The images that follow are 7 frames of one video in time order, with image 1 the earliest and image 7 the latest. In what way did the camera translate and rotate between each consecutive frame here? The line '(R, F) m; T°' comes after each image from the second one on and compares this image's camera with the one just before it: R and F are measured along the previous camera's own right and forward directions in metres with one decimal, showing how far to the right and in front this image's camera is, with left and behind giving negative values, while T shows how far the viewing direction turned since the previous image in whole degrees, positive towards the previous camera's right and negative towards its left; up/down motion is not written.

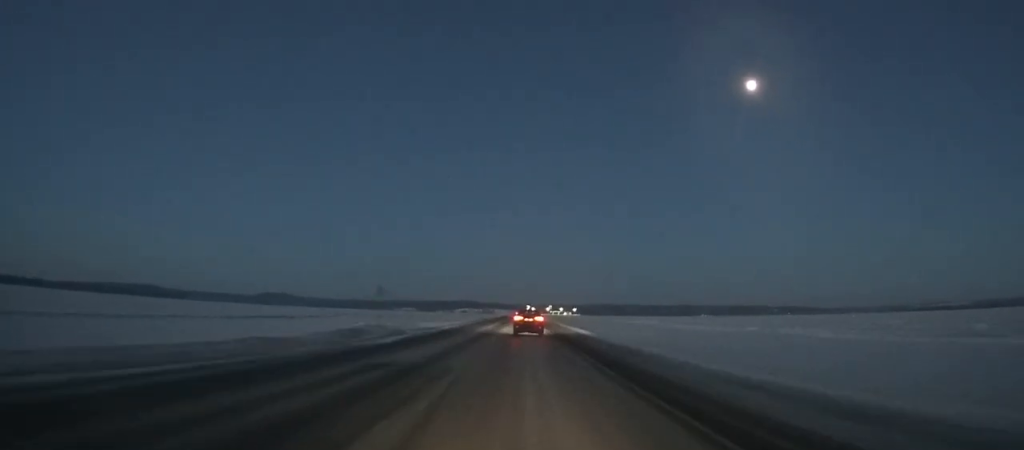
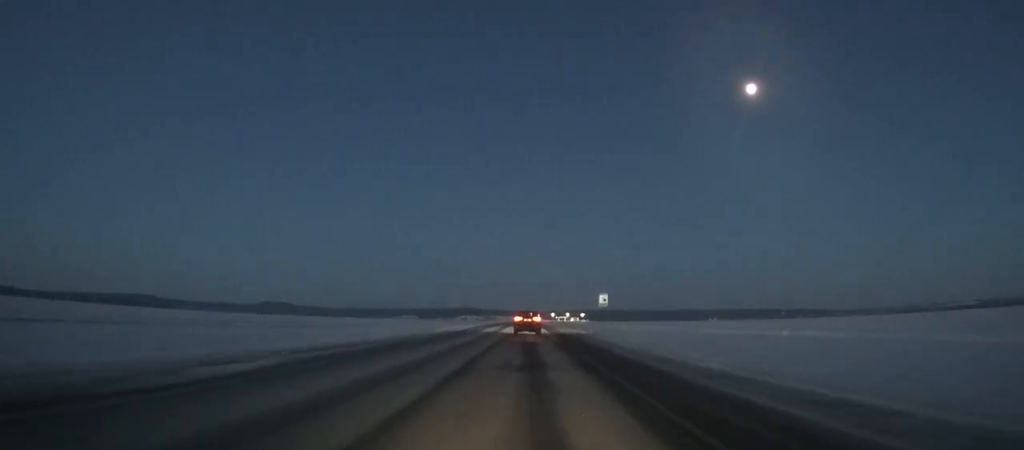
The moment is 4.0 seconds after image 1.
(-0.1, +91.0) m; -1°
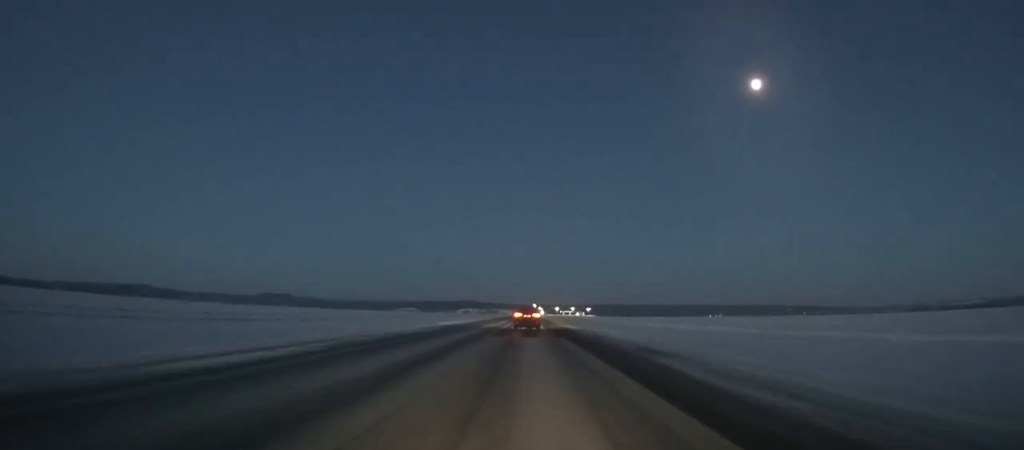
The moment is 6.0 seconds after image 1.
(-0.2, +46.8) m; 0°
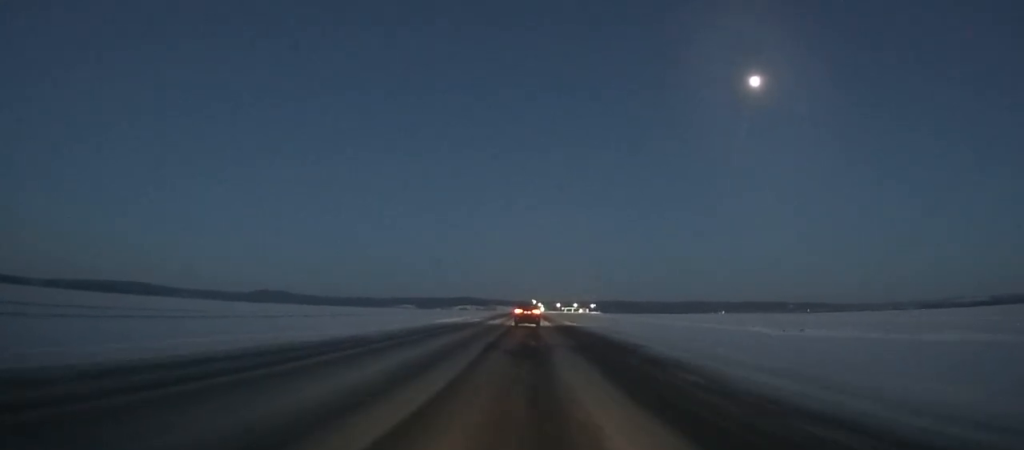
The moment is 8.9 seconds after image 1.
(-0.3, +68.6) m; 0°
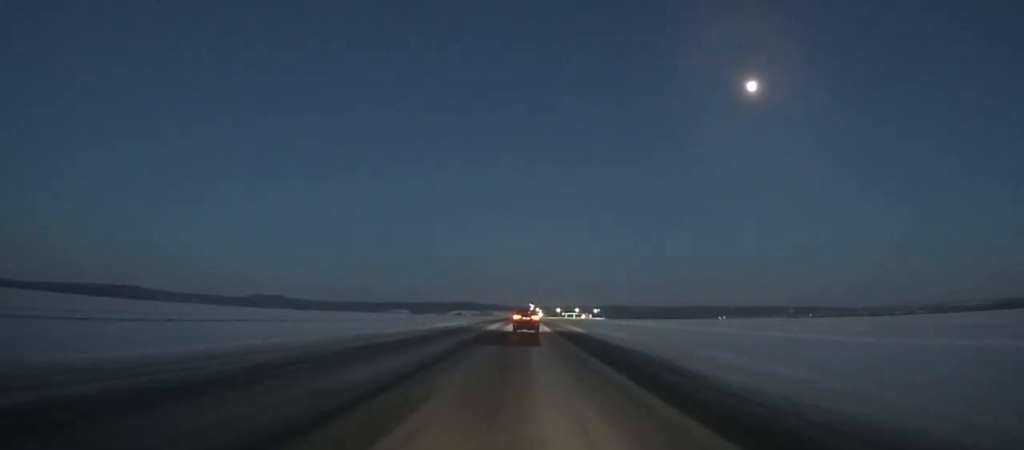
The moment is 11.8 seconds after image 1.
(+0.3, +69.0) m; +1°
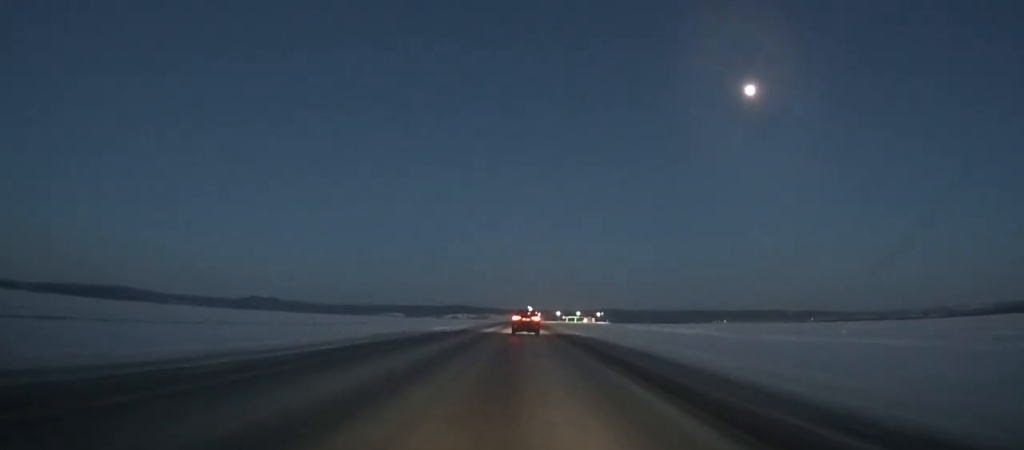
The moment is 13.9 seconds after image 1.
(+0.3, +50.1) m; 0°
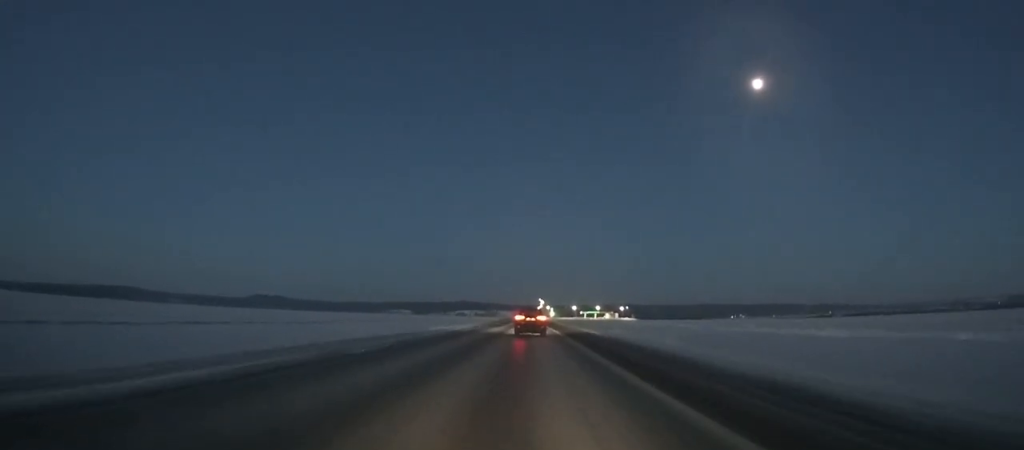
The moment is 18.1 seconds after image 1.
(-0.6, +99.5) m; -1°
